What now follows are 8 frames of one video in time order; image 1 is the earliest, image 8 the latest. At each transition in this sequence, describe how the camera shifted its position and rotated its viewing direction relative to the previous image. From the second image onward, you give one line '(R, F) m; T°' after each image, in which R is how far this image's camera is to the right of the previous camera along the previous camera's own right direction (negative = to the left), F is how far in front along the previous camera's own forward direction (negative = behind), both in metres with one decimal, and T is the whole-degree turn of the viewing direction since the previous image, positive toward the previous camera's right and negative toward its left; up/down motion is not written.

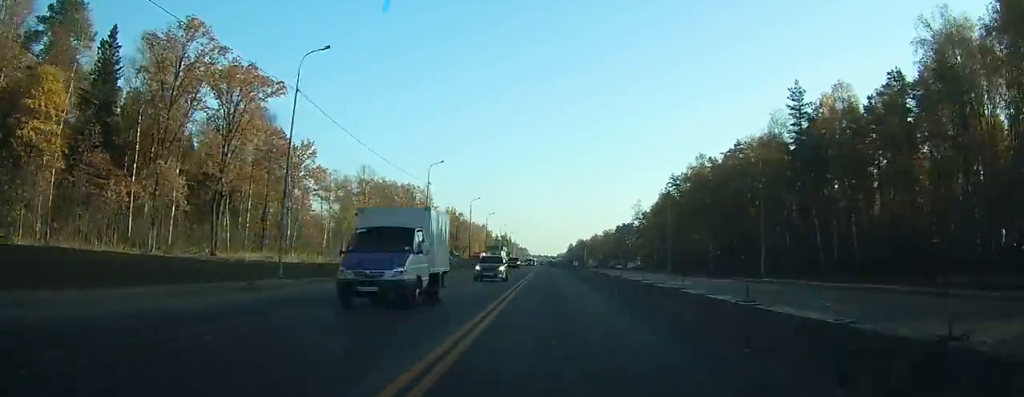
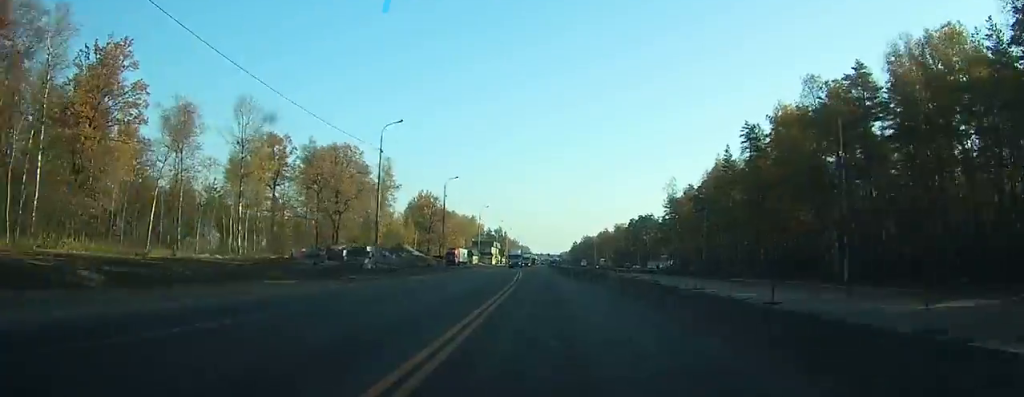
(0.0, +52.2) m; 0°
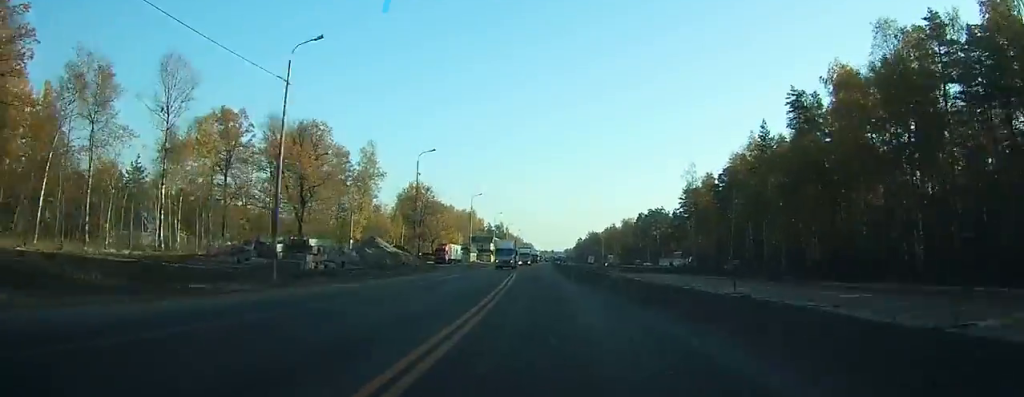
(+0.1, +16.6) m; 0°
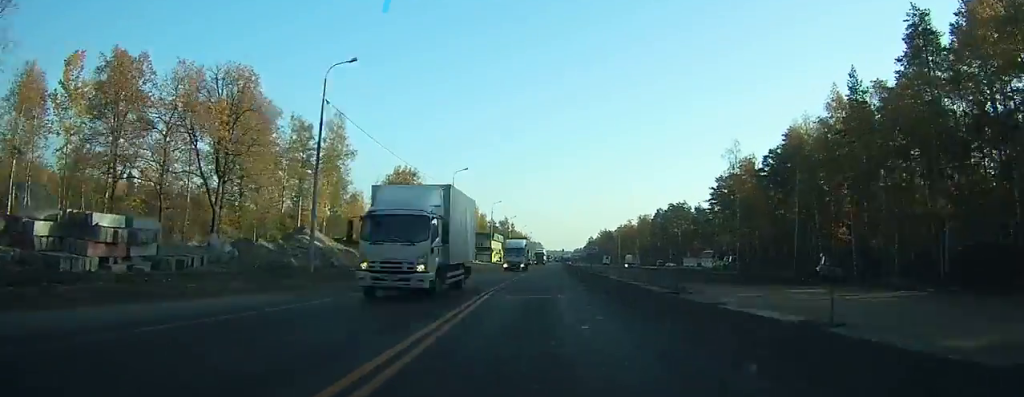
(-0.1, +25.5) m; 0°
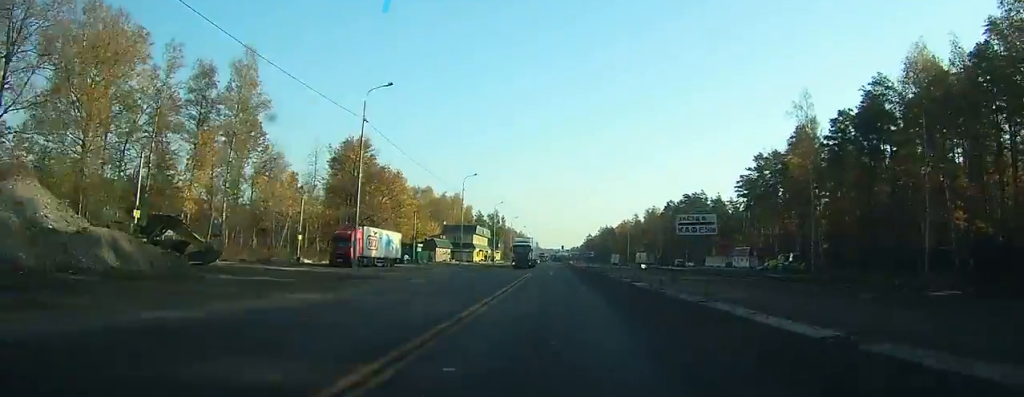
(-0.2, +32.9) m; 0°
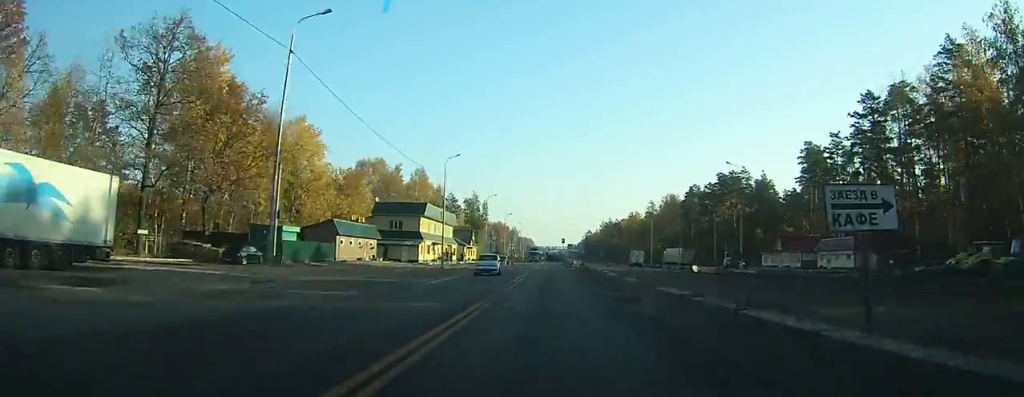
(-0.1, +48.4) m; 0°
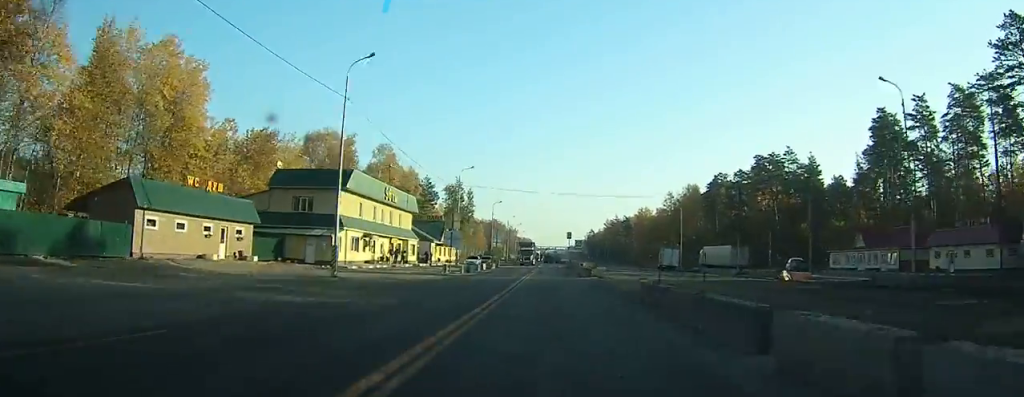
(+0.1, +30.4) m; 0°
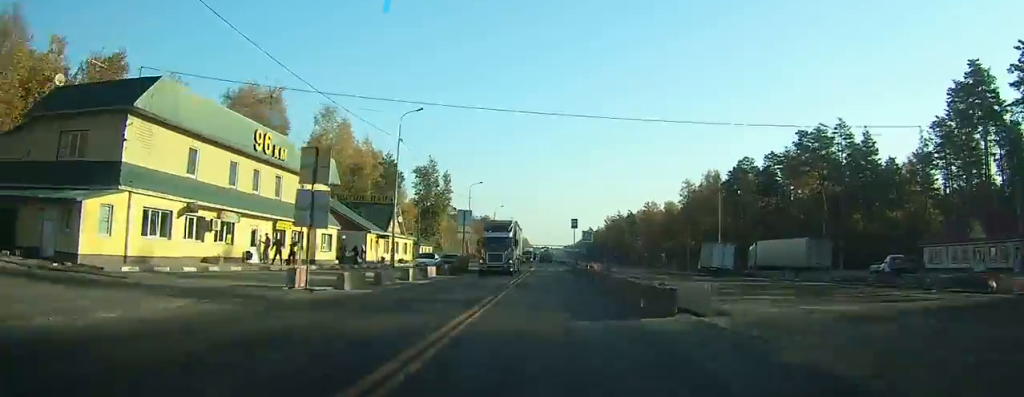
(+0.1, +26.3) m; 0°
